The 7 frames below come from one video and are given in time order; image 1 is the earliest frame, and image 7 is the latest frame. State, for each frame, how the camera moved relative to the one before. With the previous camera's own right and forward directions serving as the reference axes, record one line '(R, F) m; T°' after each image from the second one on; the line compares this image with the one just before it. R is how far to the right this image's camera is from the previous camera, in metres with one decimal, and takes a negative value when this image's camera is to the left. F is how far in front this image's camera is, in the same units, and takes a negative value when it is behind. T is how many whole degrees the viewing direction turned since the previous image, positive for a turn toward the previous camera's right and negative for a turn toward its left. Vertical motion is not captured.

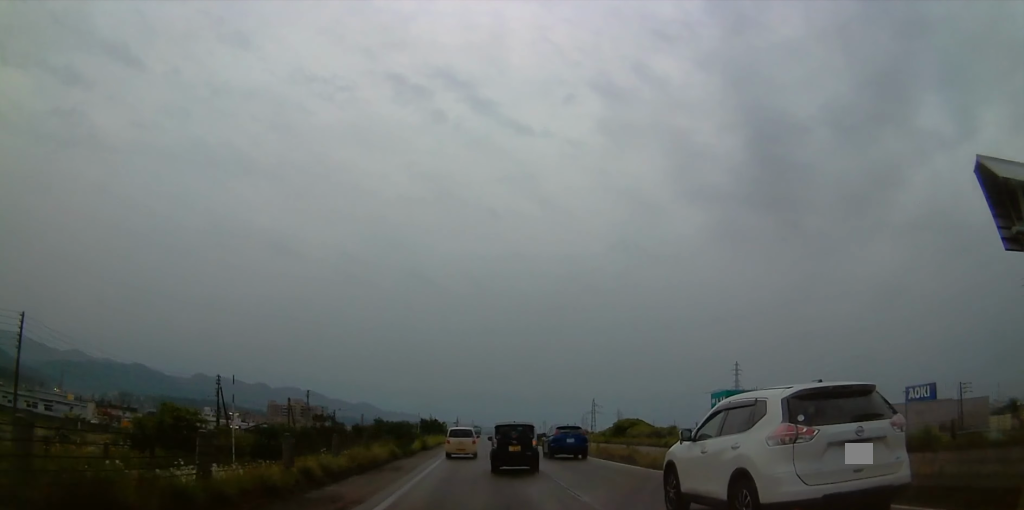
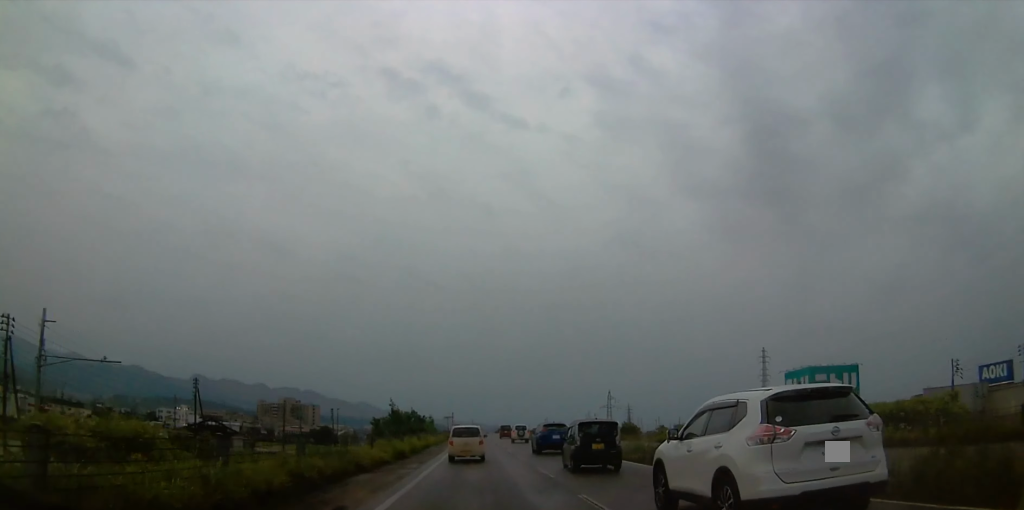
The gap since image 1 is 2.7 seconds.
(0.0, +45.1) m; 0°
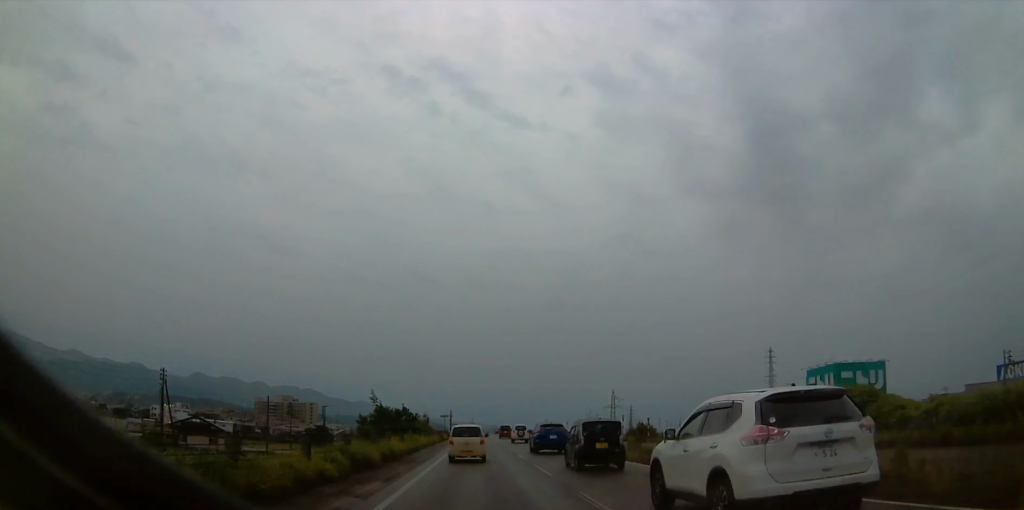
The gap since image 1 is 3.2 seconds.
(-0.5, +9.4) m; +1°
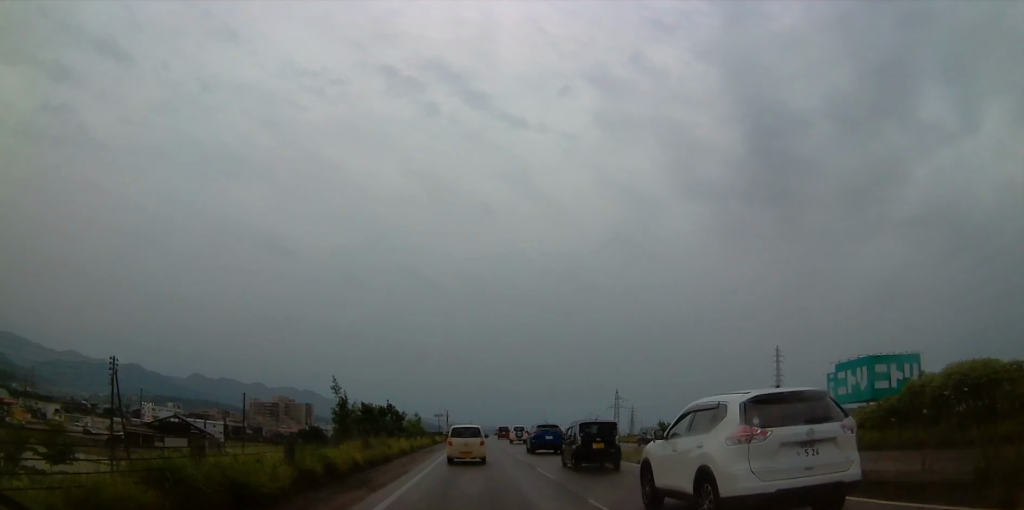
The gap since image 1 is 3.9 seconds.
(+0.3, +11.4) m; 0°
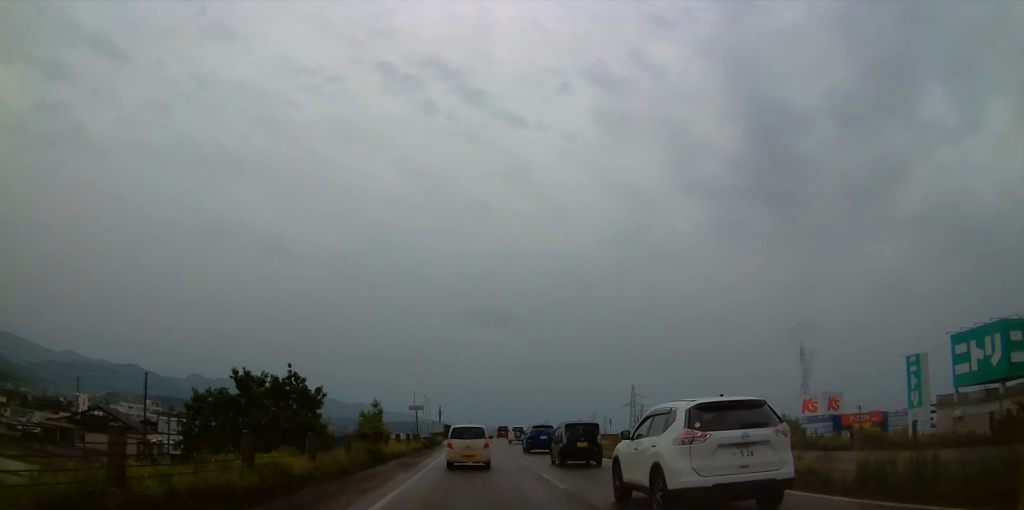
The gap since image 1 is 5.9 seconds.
(0.0, +31.9) m; +1°
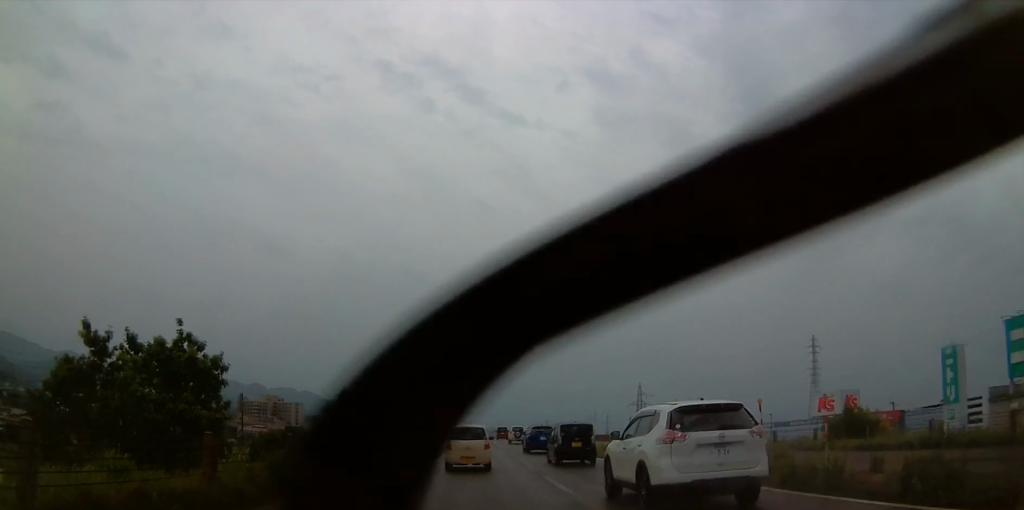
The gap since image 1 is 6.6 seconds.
(+0.5, +10.9) m; +1°
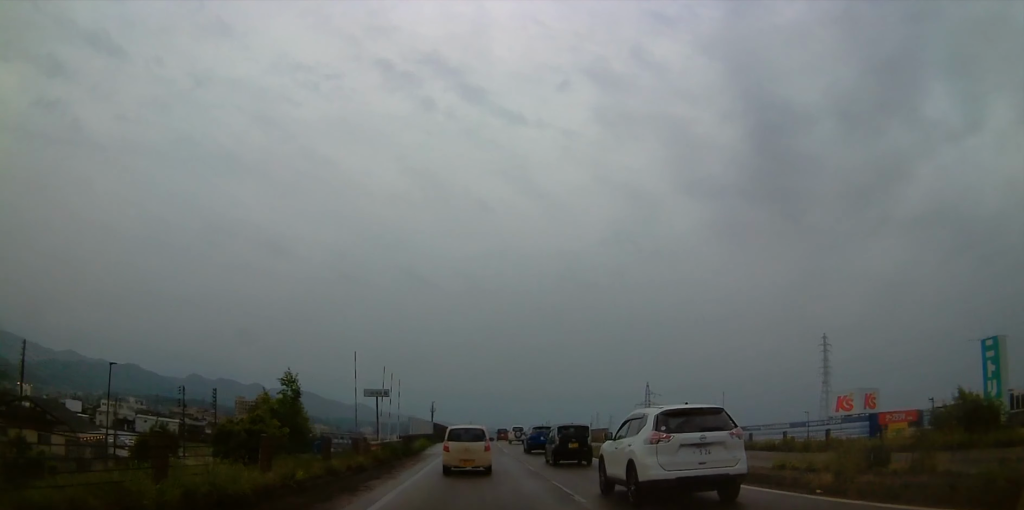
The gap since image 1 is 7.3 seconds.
(-0.5, +11.6) m; -2°
